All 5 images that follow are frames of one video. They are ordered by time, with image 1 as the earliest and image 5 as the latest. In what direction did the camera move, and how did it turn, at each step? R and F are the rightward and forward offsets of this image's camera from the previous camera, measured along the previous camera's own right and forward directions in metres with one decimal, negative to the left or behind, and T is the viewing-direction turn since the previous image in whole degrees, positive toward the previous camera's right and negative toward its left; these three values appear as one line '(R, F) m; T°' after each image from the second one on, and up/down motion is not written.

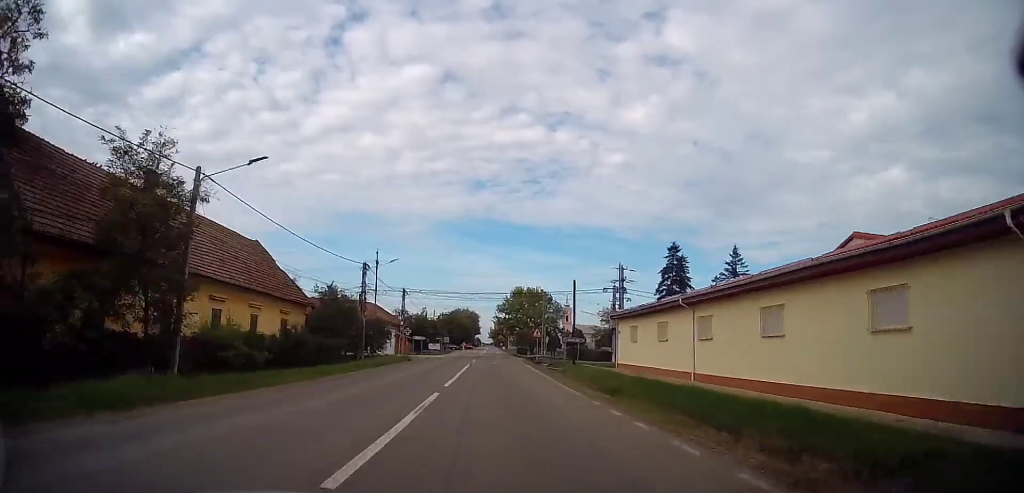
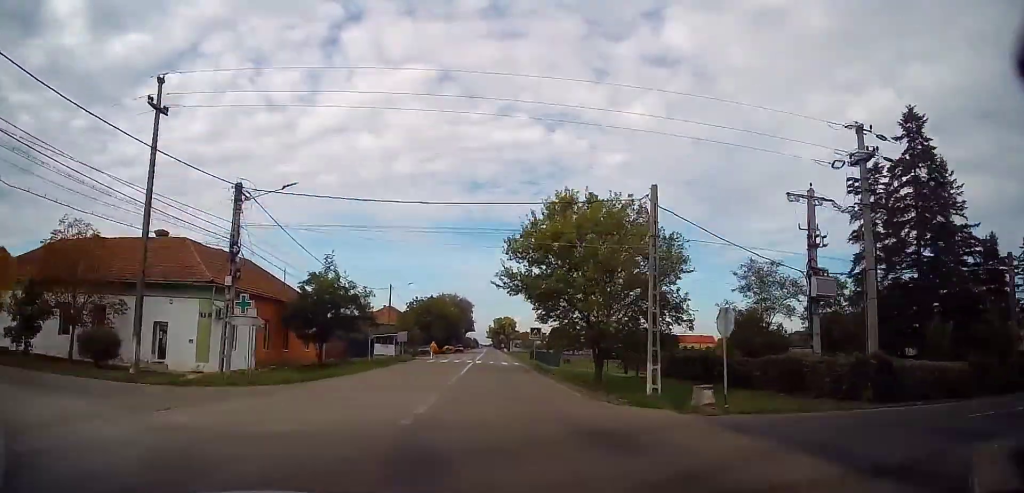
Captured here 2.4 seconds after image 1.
(-0.4, +46.3) m; -1°
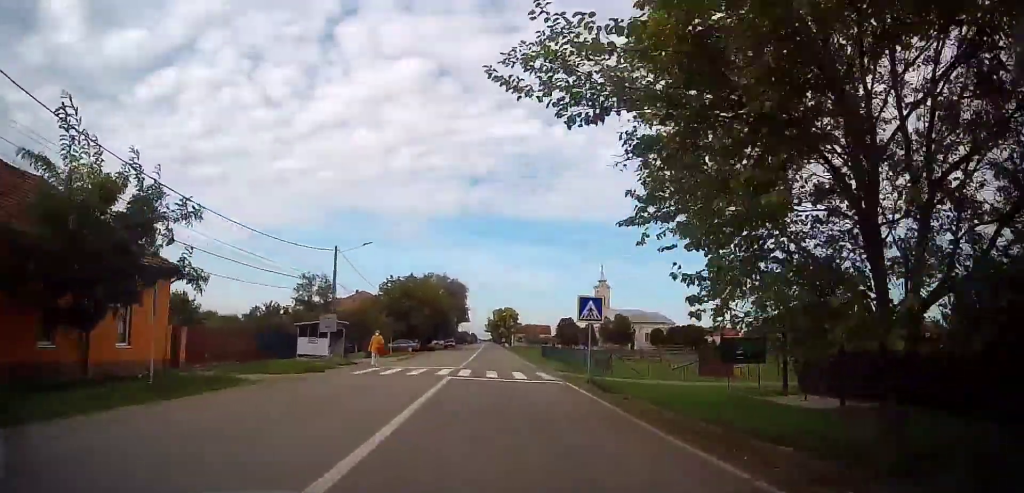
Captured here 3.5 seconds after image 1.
(-0.1, +21.6) m; +1°
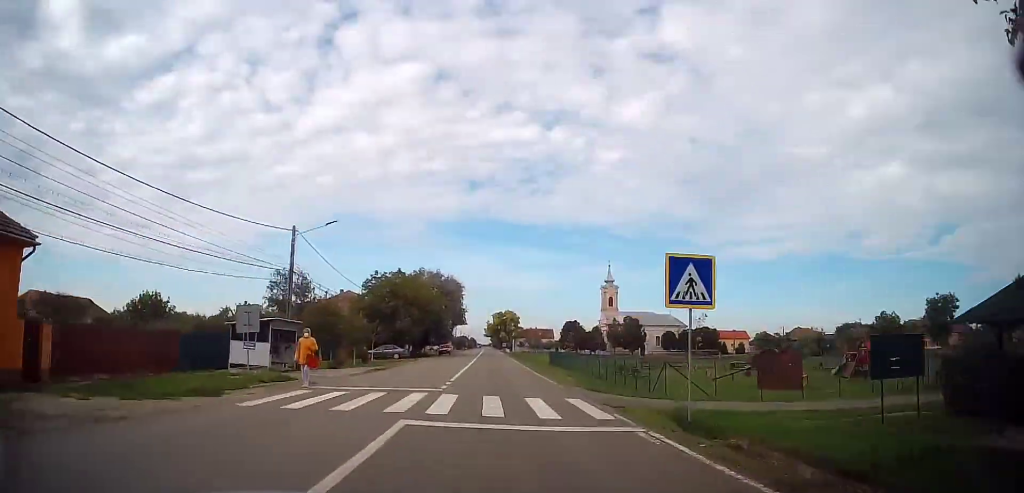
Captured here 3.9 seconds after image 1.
(+0.1, +8.9) m; 0°
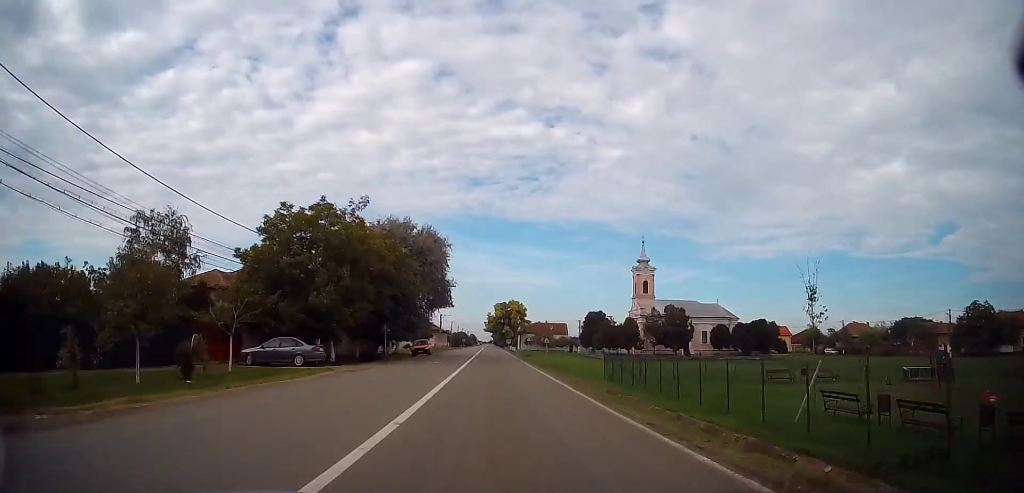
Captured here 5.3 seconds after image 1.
(-0.1, +27.6) m; 0°
